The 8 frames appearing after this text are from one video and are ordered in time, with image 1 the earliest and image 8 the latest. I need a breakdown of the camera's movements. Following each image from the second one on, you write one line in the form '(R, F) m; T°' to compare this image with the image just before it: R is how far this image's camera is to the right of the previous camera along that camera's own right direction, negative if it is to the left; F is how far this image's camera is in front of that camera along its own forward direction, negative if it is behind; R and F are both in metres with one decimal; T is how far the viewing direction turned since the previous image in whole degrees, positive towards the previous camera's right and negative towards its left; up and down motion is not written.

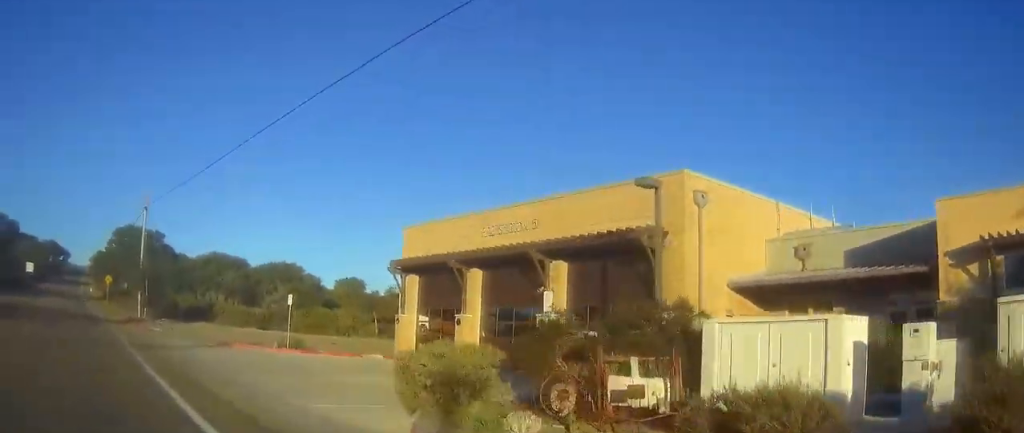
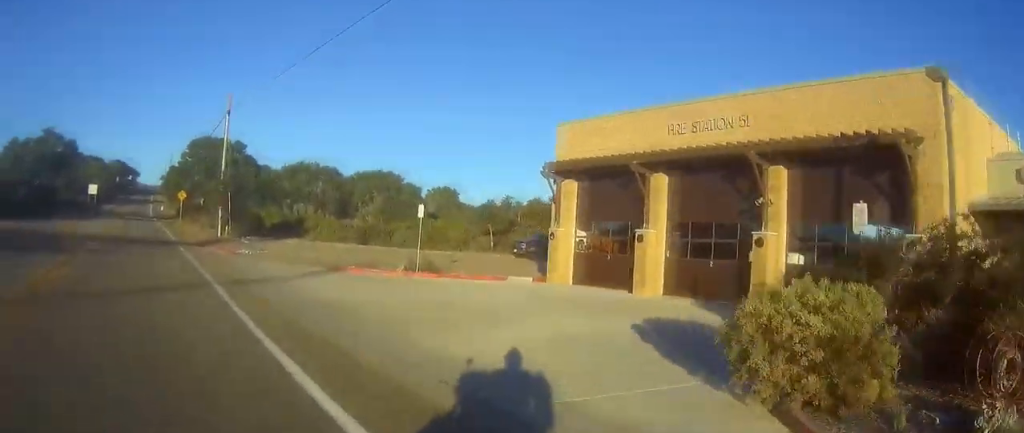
(0.0, +6.8) m; -1°
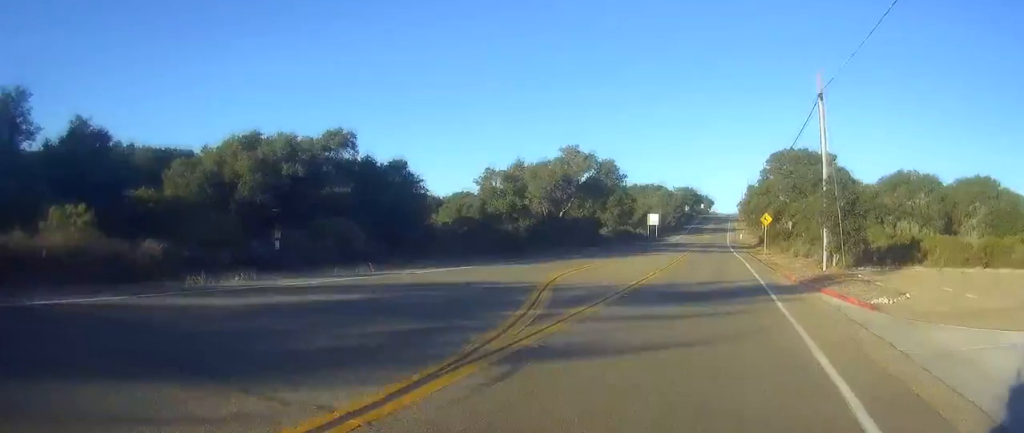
(-0.2, +13.4) m; -1°
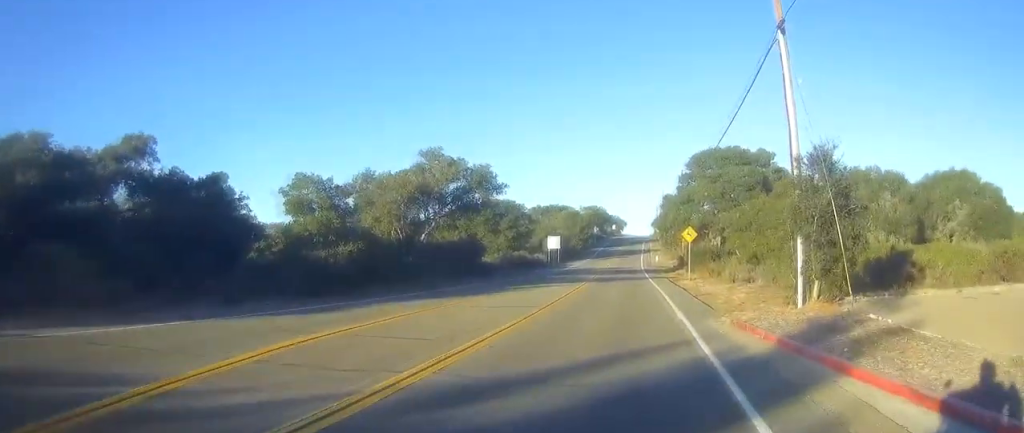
(0.0, +13.3) m; 0°
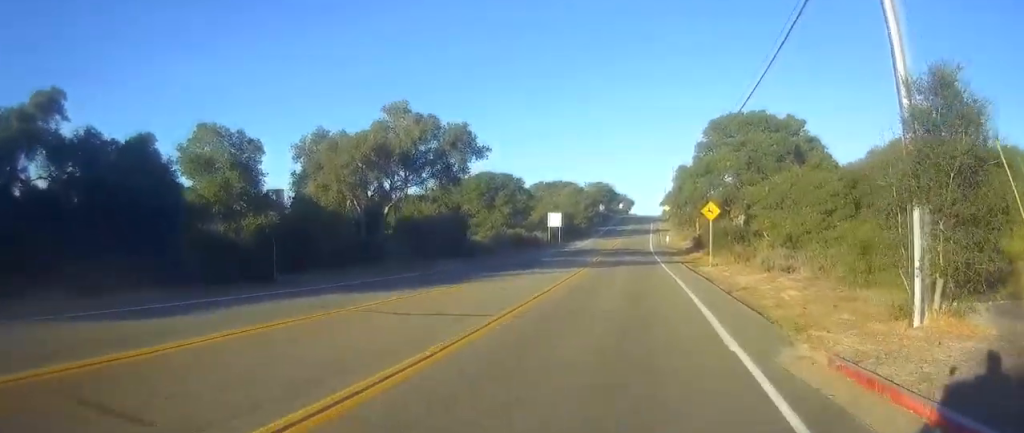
(0.0, +8.0) m; 0°
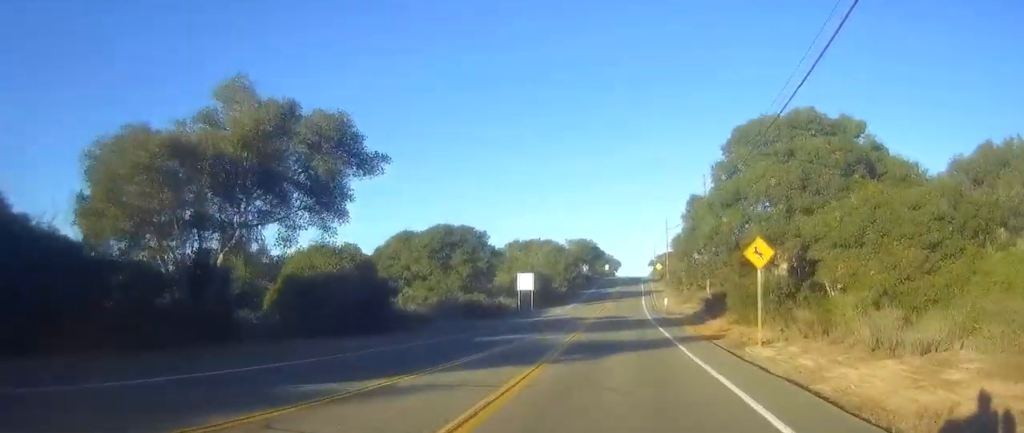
(+0.1, +13.6) m; +1°
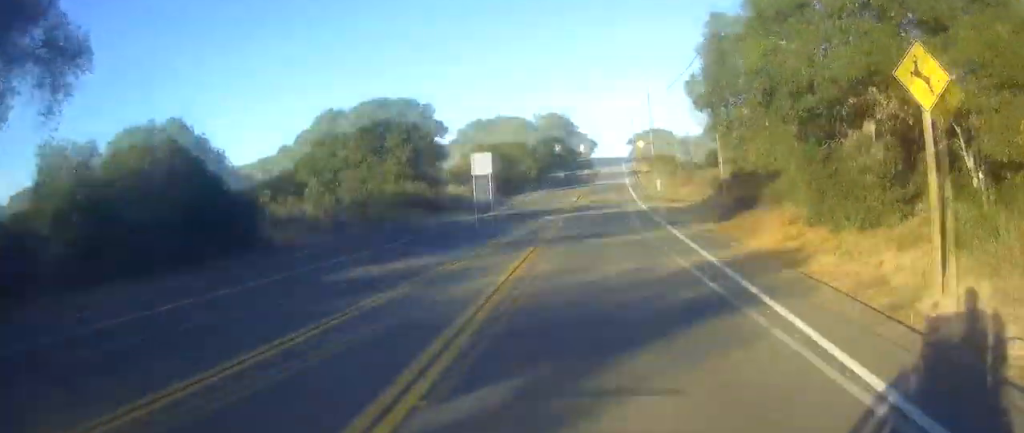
(+0.1, +12.6) m; +2°
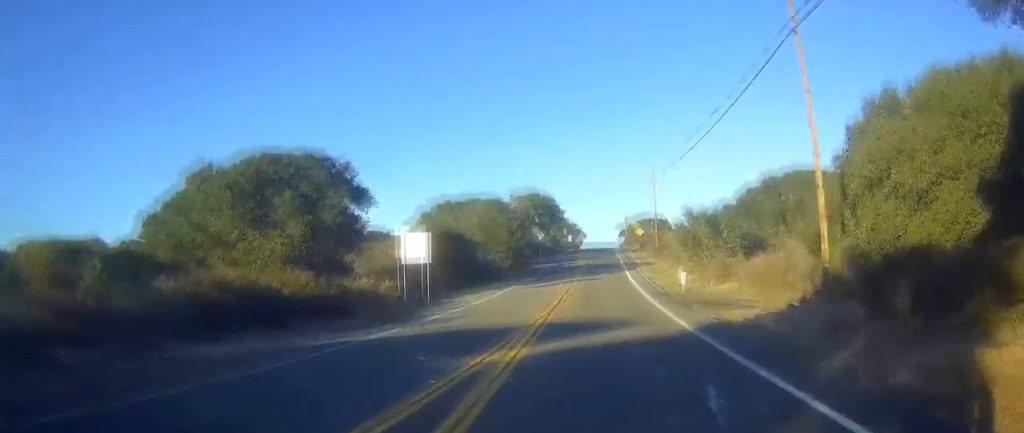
(+0.4, +17.9) m; -3°
